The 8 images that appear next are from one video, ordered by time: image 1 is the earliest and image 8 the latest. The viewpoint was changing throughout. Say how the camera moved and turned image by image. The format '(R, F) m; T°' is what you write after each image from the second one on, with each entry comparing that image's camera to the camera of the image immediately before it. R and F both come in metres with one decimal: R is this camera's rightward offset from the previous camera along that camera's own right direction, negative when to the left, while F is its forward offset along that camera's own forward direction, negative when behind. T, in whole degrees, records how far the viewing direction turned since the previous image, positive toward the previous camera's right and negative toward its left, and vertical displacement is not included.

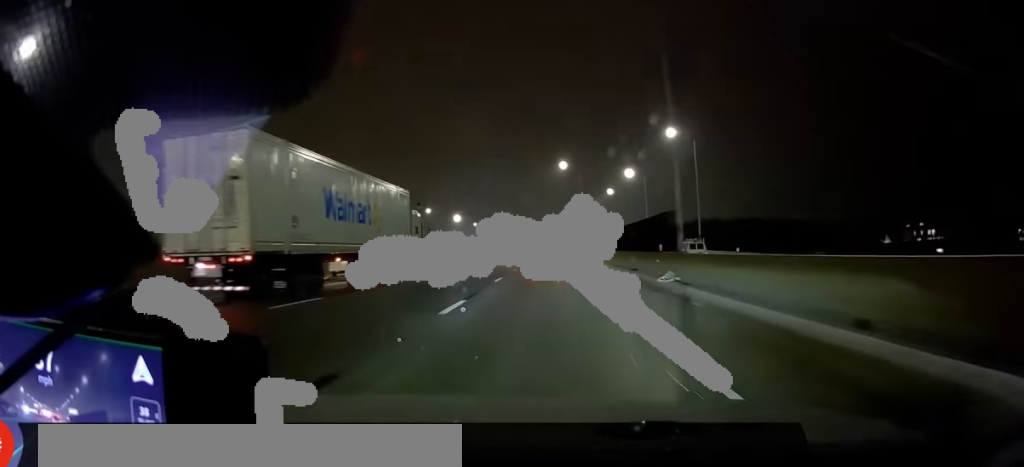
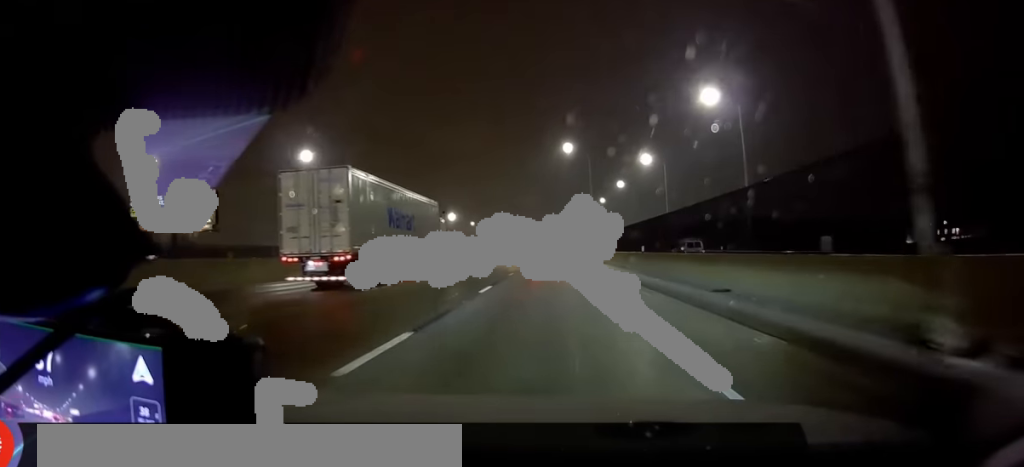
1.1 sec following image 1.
(+0.2, +18.1) m; 0°
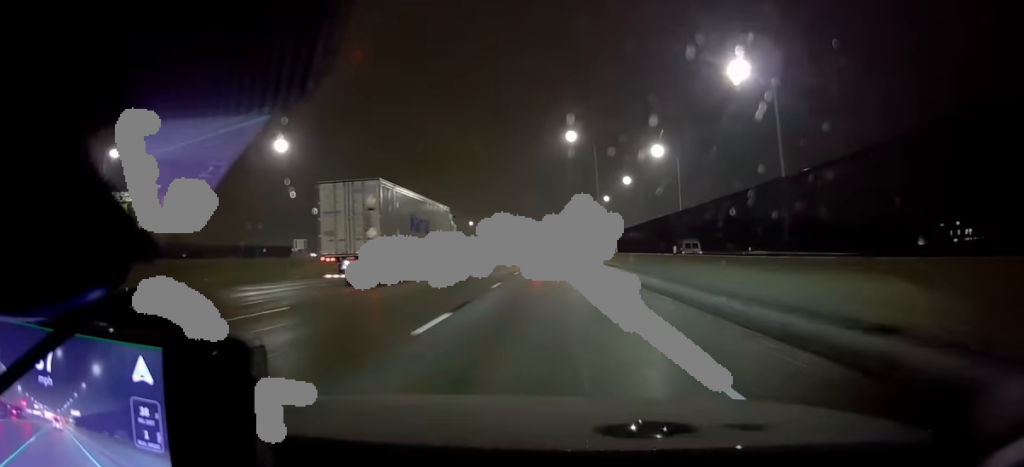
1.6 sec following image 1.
(+0.1, +8.5) m; -1°
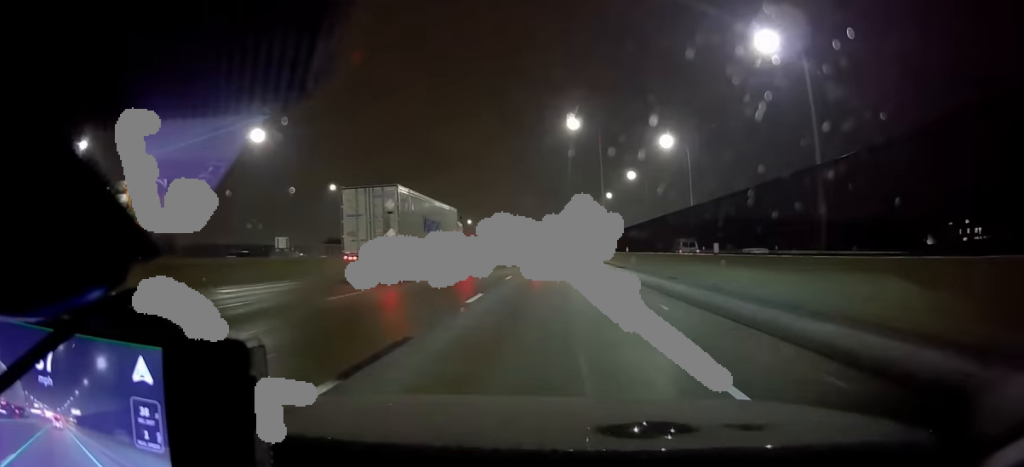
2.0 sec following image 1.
(-0.2, +7.0) m; 0°
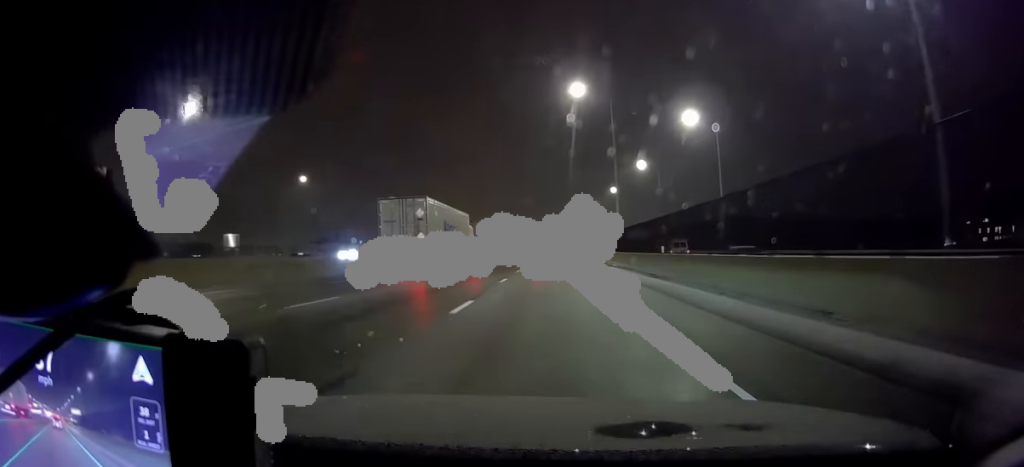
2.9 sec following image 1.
(-0.1, +14.3) m; +1°
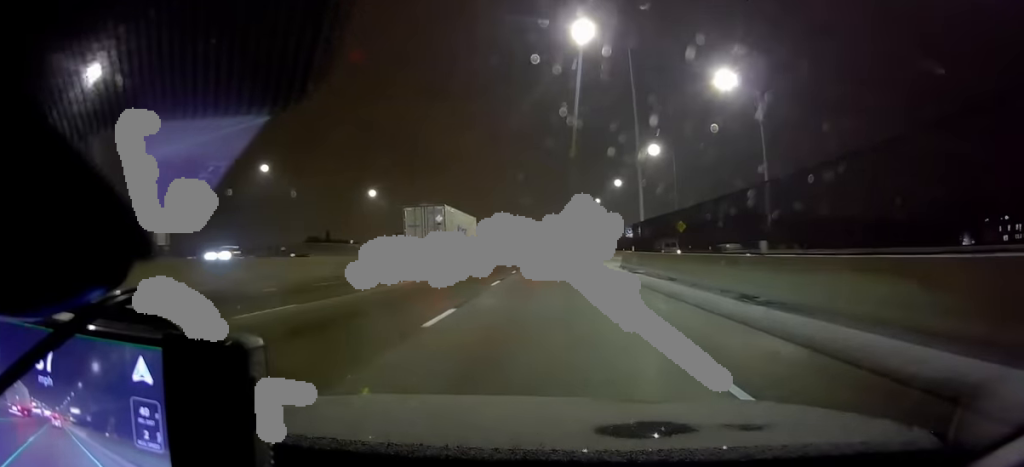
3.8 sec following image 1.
(+0.2, +14.9) m; +1°
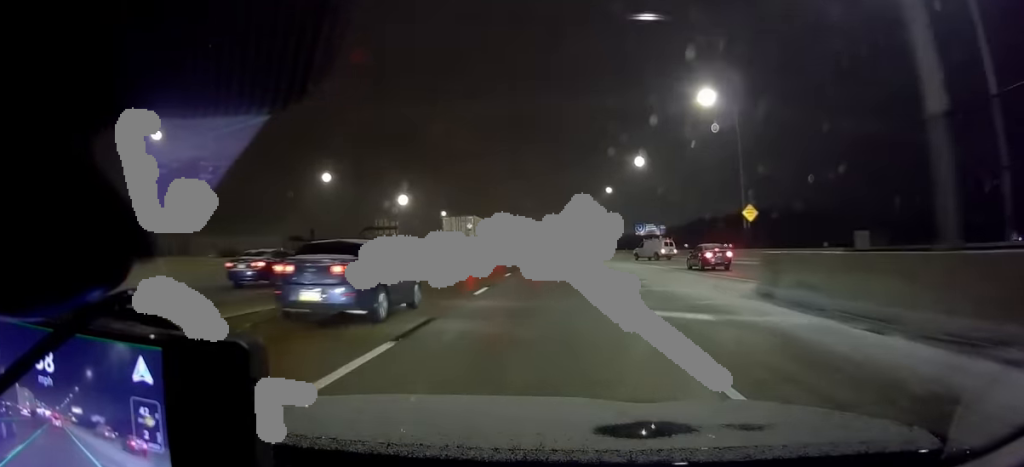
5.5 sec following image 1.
(0.0, +28.8) m; -1°
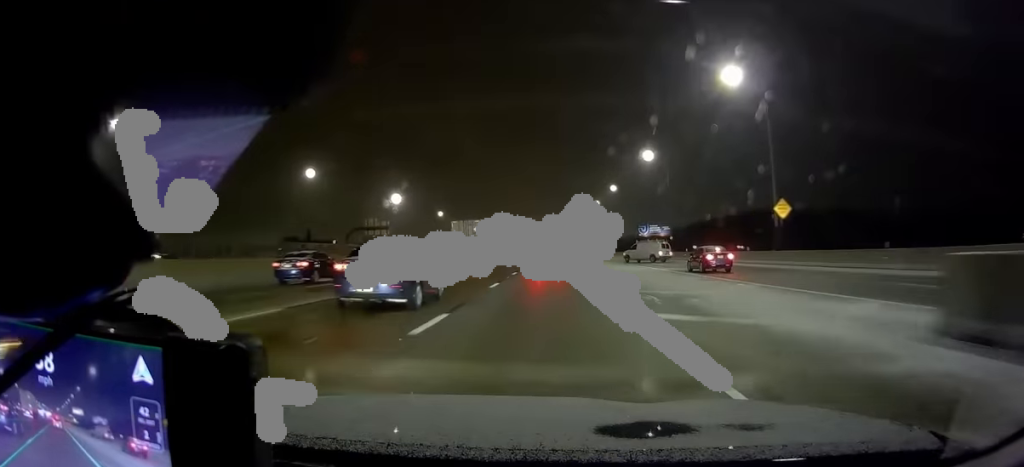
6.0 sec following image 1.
(-0.2, +8.2) m; -1°
